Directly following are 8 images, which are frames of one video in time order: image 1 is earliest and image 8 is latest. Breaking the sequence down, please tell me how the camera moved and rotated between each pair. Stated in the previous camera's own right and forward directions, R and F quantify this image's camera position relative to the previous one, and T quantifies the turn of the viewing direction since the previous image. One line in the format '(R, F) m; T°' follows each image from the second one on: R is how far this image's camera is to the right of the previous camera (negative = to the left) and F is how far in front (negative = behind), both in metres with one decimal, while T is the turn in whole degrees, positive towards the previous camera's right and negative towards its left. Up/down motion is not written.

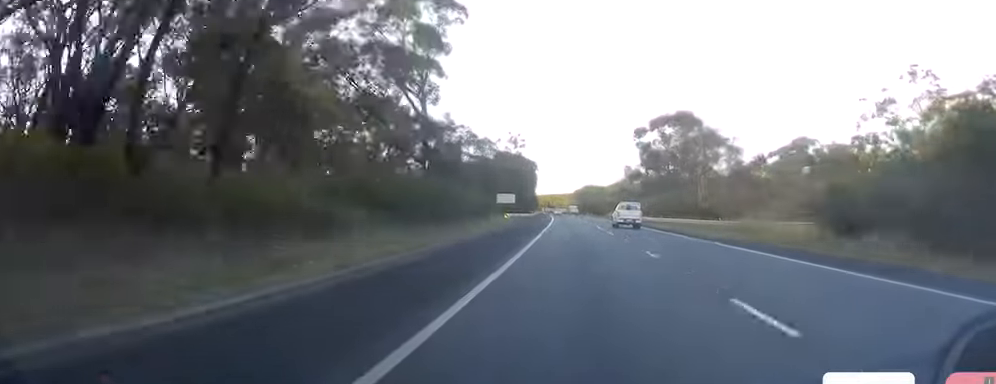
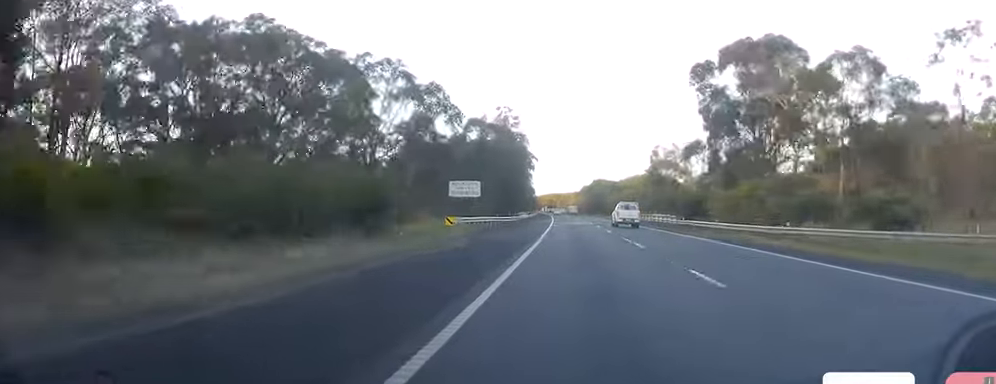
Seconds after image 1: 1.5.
(+0.2, +42.8) m; 0°
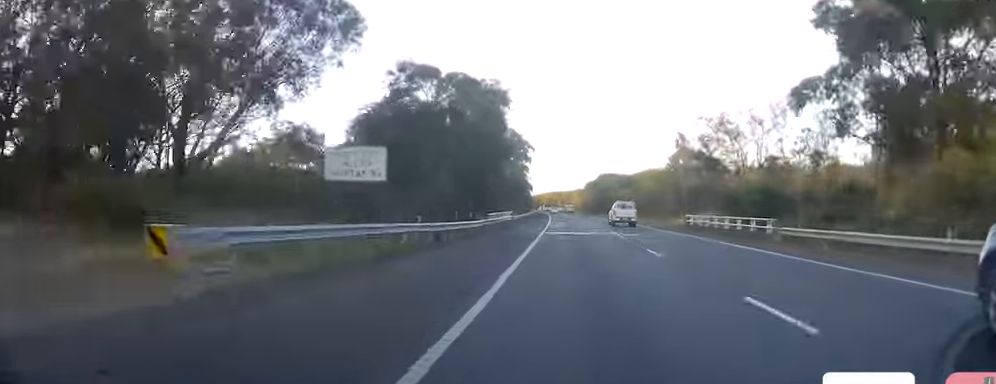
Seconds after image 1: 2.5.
(0.0, +28.5) m; 0°
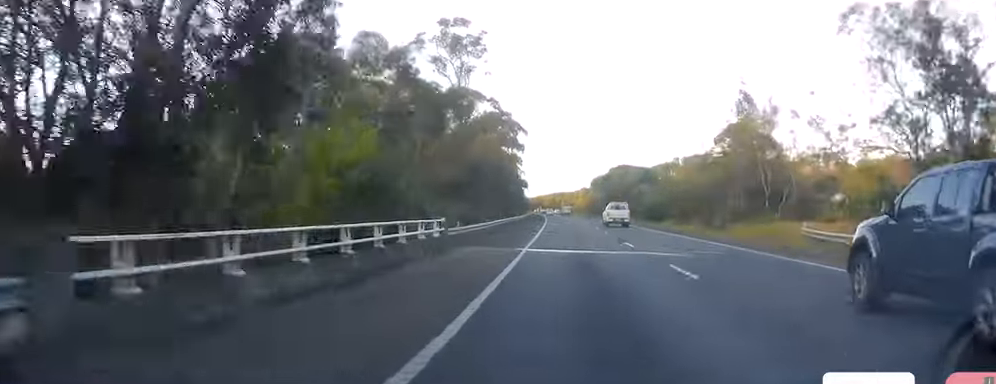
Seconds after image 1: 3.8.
(-0.5, +36.2) m; 0°
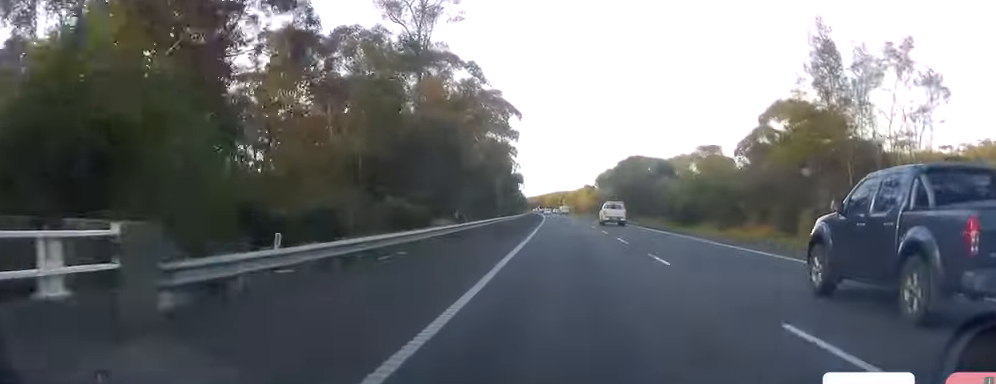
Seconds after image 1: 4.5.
(+0.3, +20.9) m; 0°
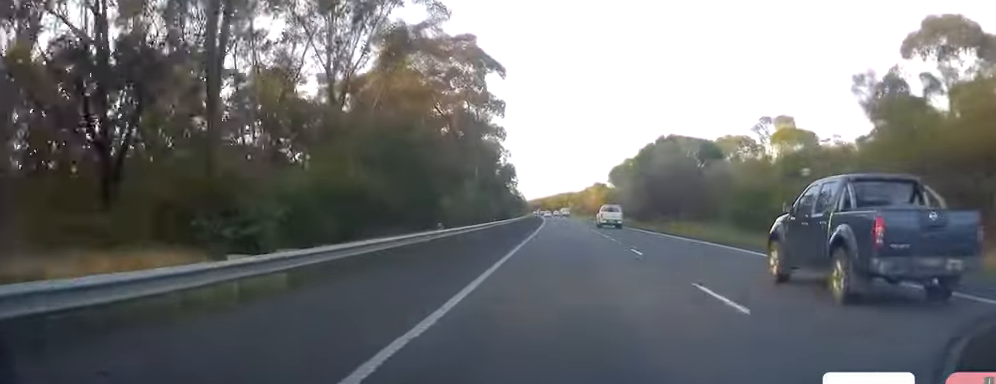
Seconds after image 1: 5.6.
(-0.4, +31.4) m; -1°
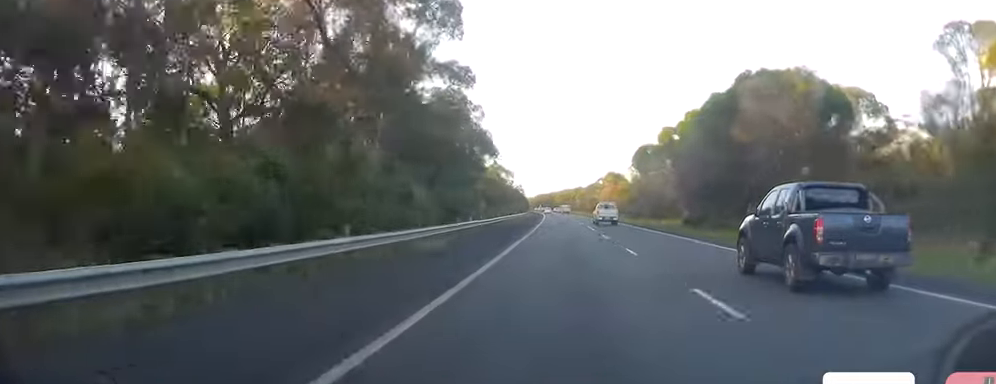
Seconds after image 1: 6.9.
(+0.2, +36.1) m; 0°
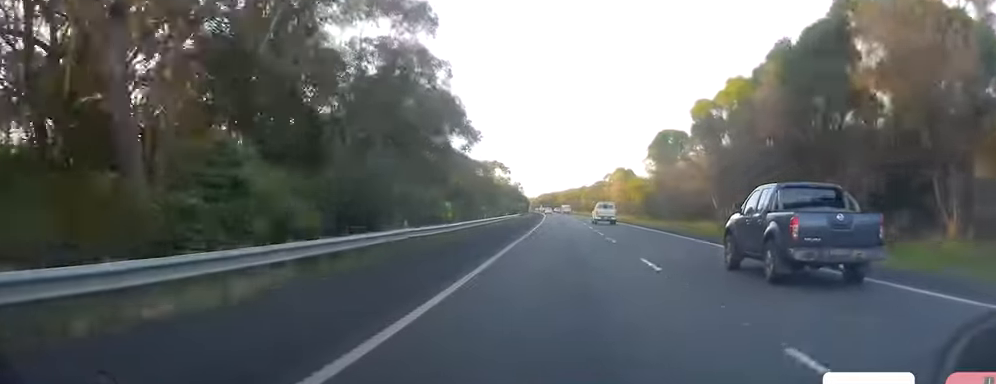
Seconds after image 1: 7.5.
(-0.3, +17.1) m; 0°
